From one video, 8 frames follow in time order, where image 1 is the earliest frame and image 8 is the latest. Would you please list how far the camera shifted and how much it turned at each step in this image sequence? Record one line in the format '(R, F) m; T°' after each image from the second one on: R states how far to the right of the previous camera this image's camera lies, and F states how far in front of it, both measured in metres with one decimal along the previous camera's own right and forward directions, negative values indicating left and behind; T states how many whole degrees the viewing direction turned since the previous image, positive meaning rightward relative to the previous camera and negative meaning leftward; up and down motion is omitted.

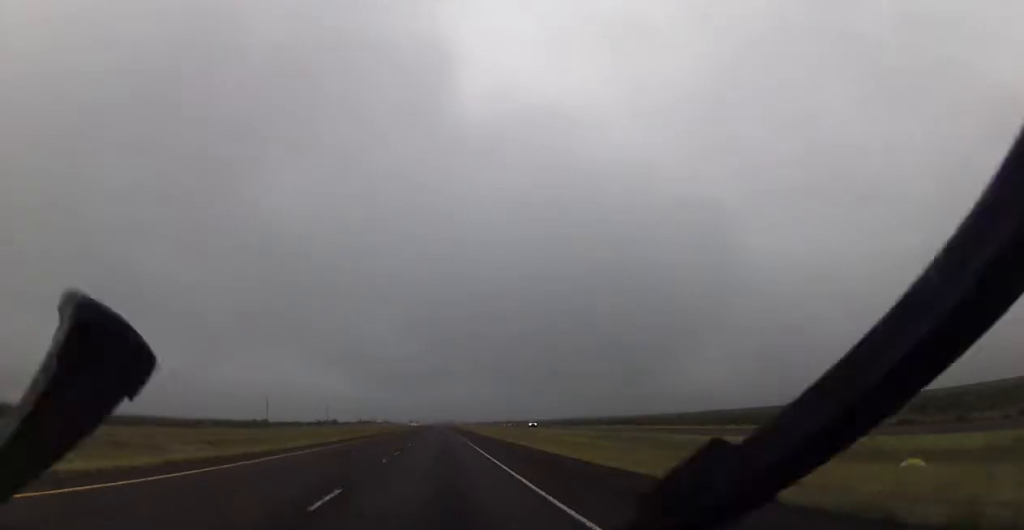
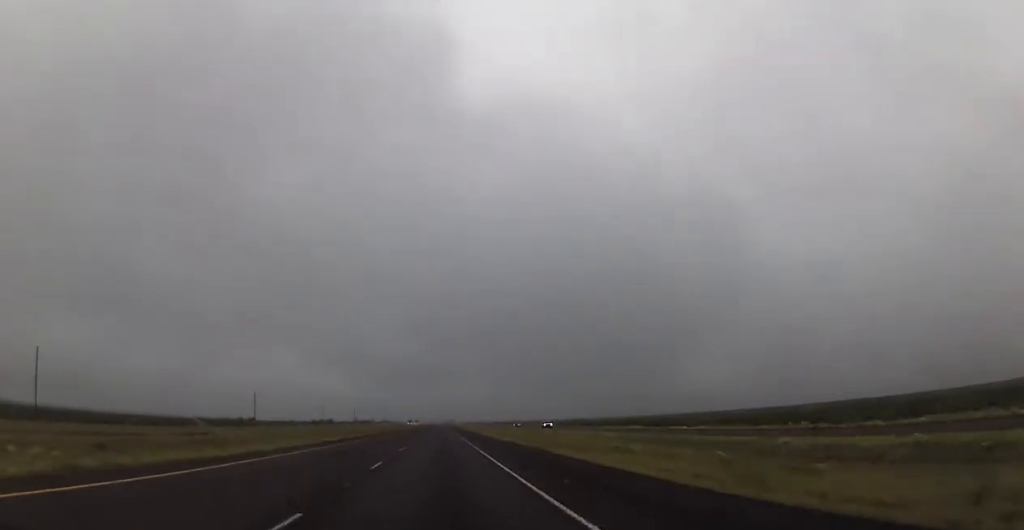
(0.0, +15.8) m; 0°
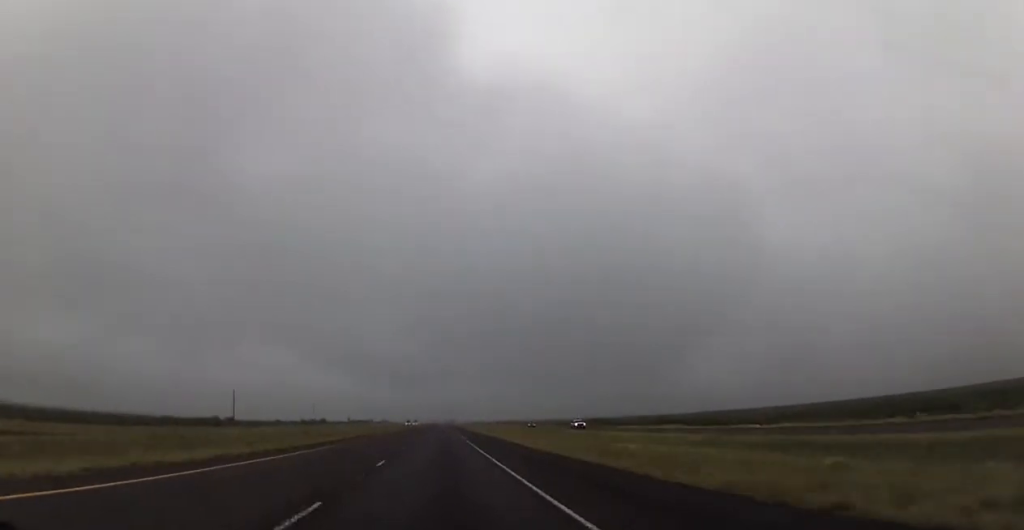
(0.0, +23.1) m; 0°
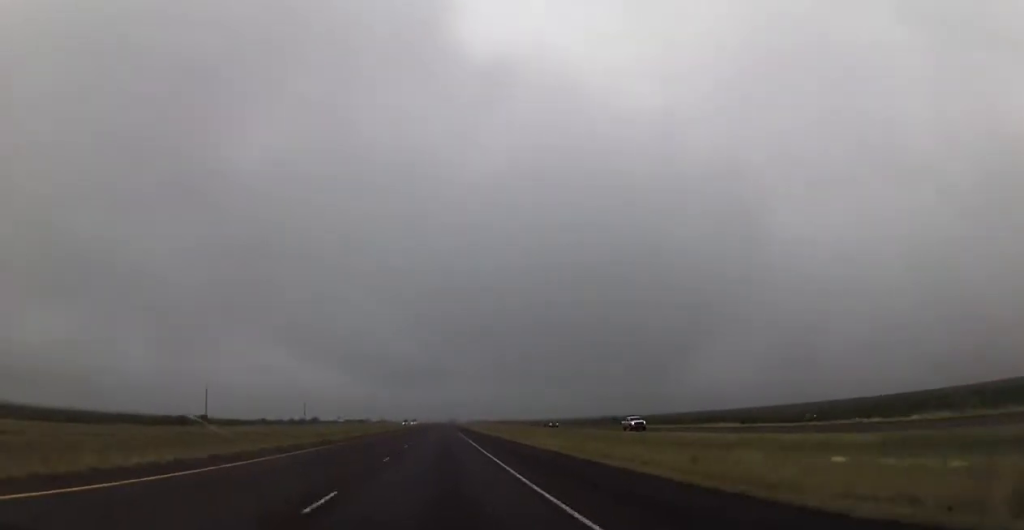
(0.0, +23.1) m; 0°
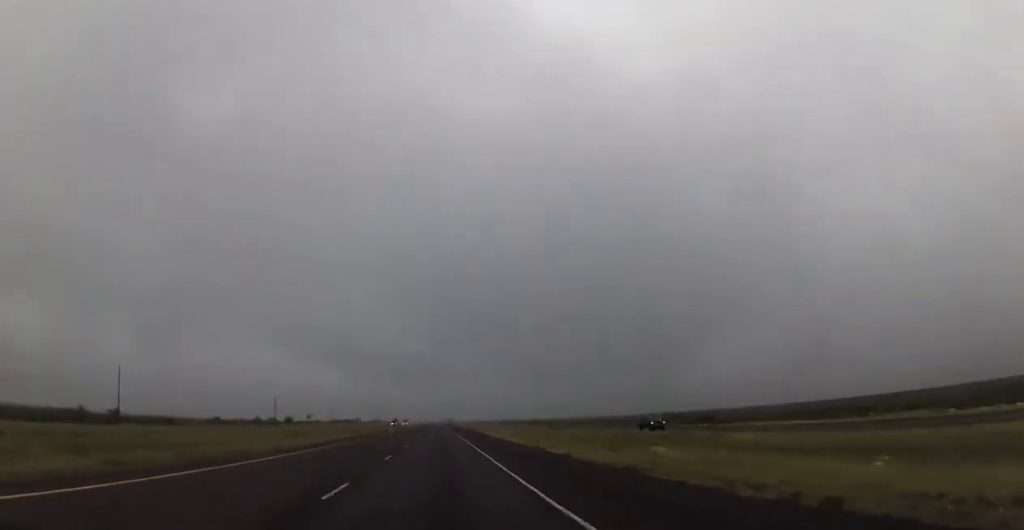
(-0.4, +47.5) m; 0°
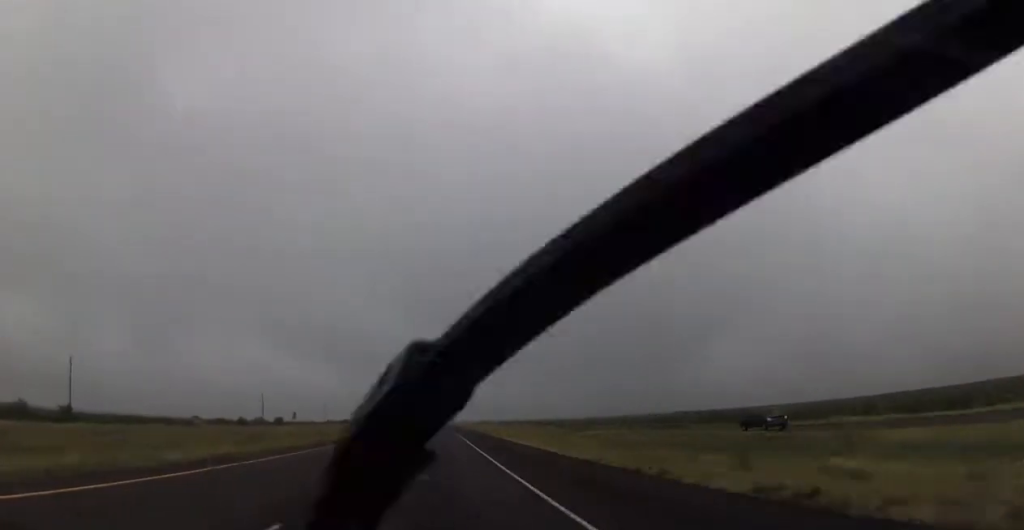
(+0.3, +18.3) m; 0°
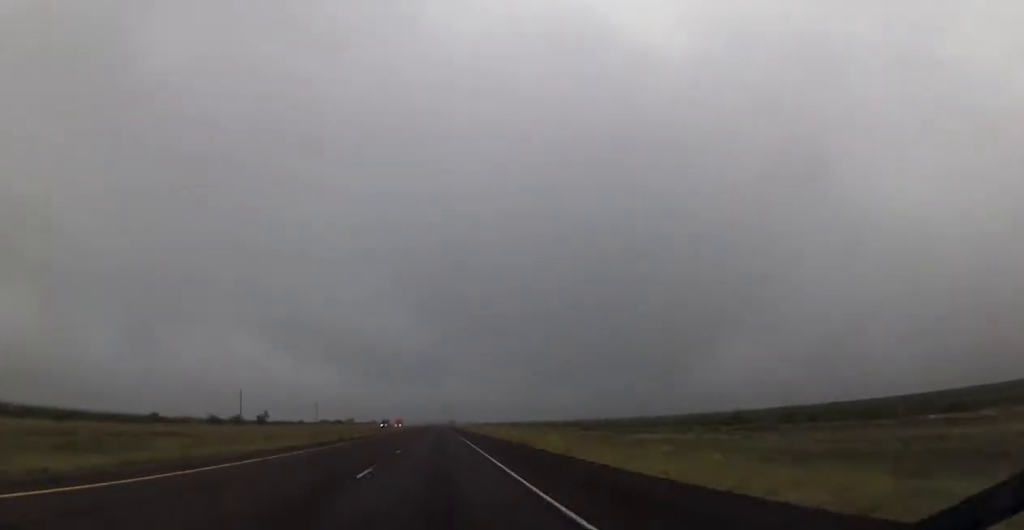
(+0.3, +26.7) m; 0°
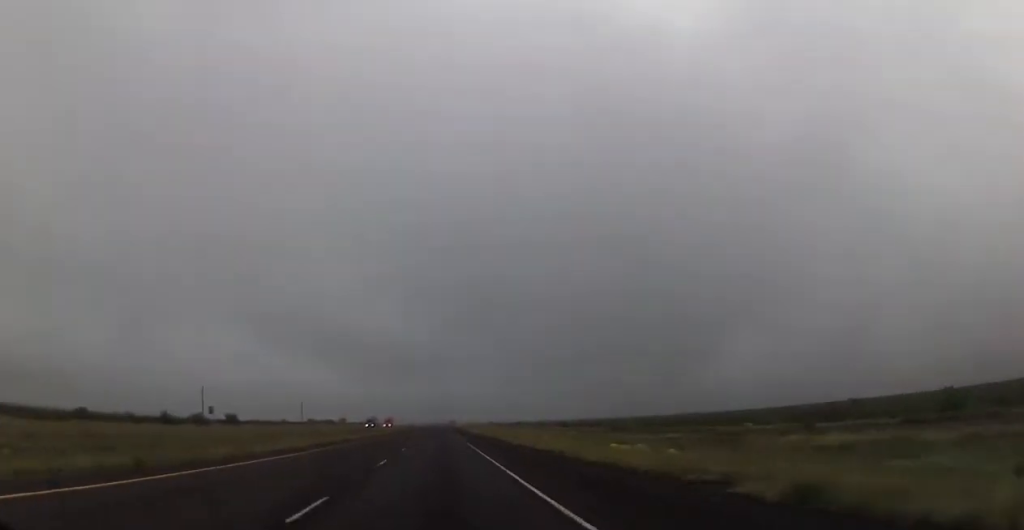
(-0.5, +31.5) m; 0°
